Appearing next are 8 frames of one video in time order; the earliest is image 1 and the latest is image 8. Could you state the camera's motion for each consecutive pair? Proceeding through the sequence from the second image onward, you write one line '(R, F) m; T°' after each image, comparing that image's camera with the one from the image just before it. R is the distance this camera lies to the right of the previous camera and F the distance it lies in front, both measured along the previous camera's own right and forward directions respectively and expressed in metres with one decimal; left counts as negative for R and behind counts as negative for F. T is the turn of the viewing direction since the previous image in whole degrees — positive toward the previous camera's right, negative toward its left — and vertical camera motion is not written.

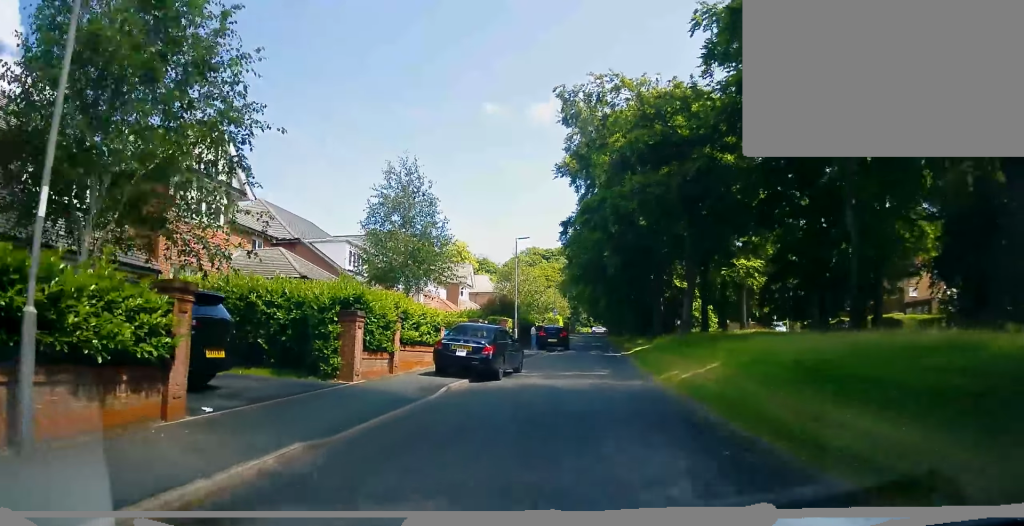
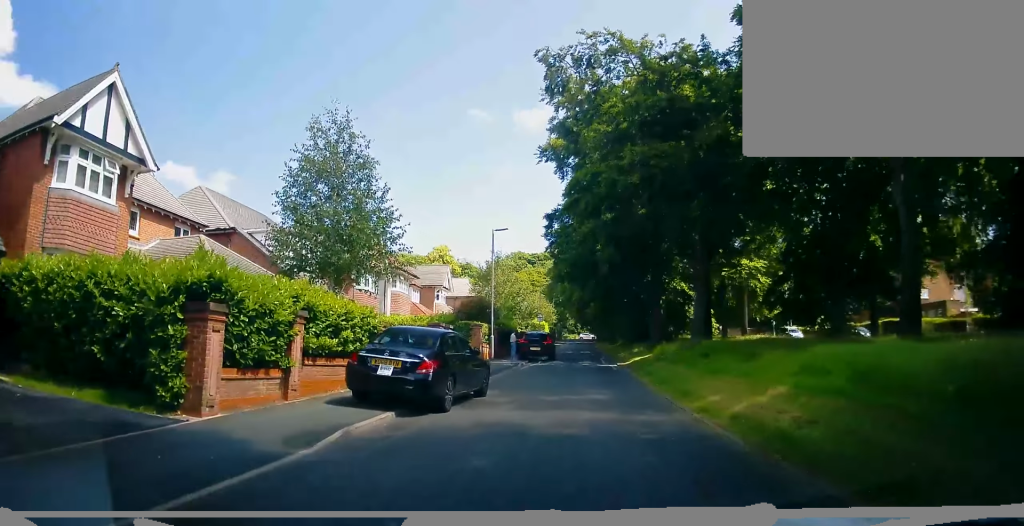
(0.0, +5.7) m; 0°
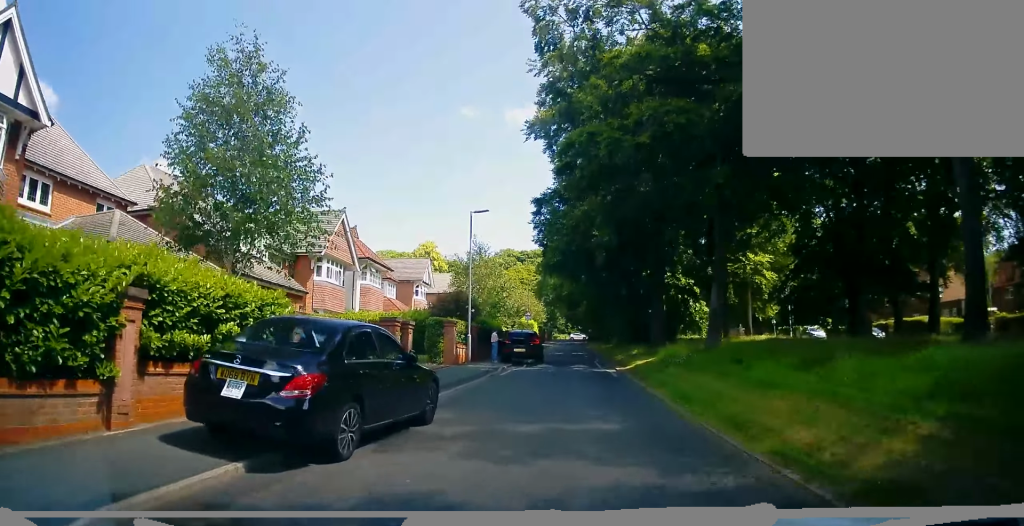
(0.0, +4.7) m; 0°
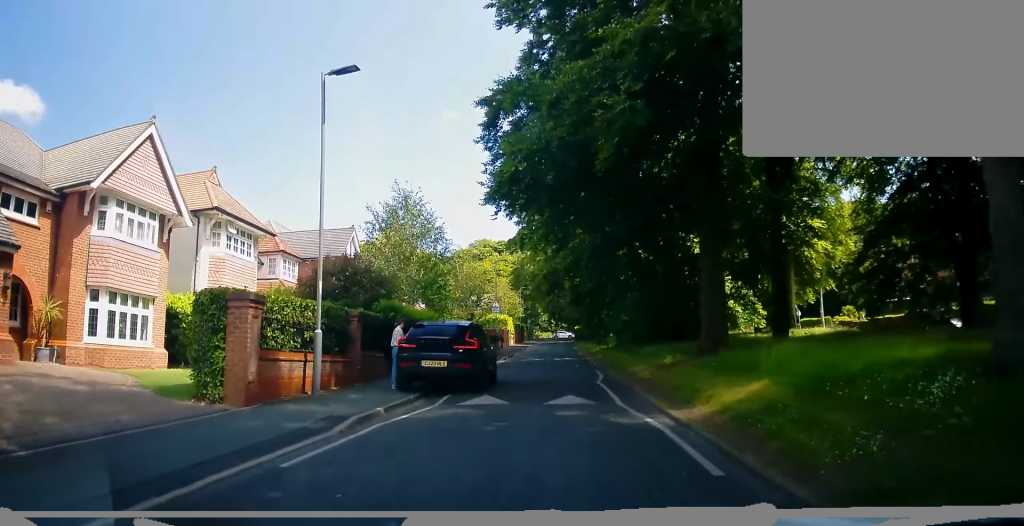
(+0.8, +16.0) m; +11°
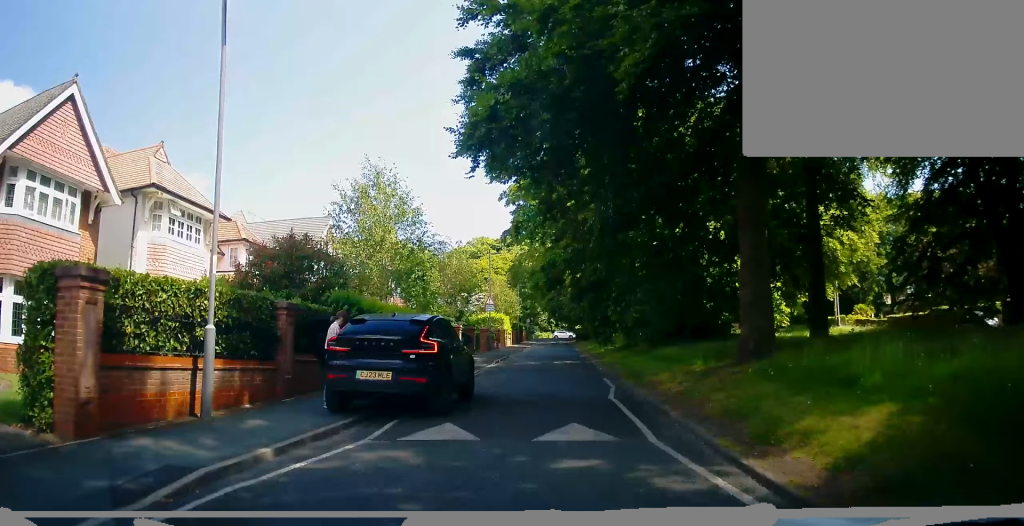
(+0.3, +4.4) m; -1°
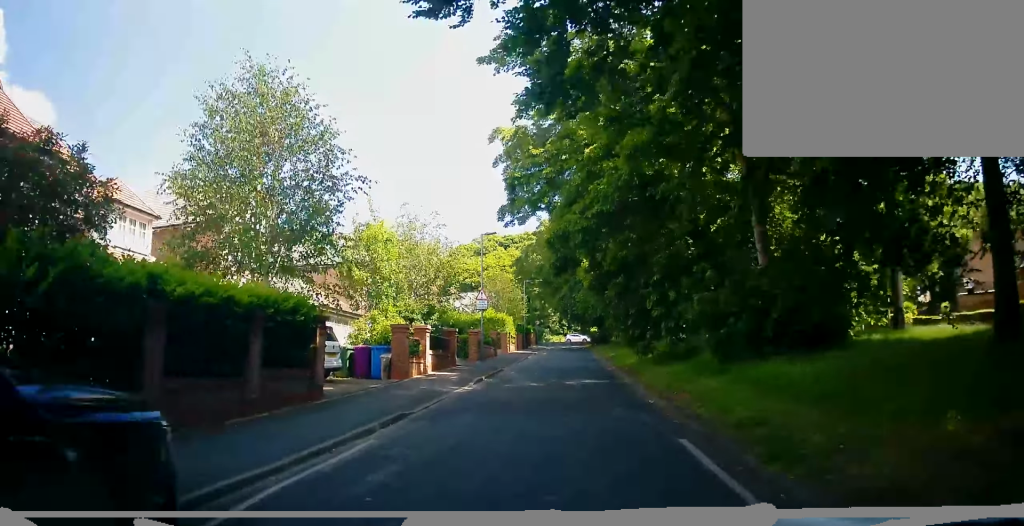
(-0.6, +11.3) m; 0°
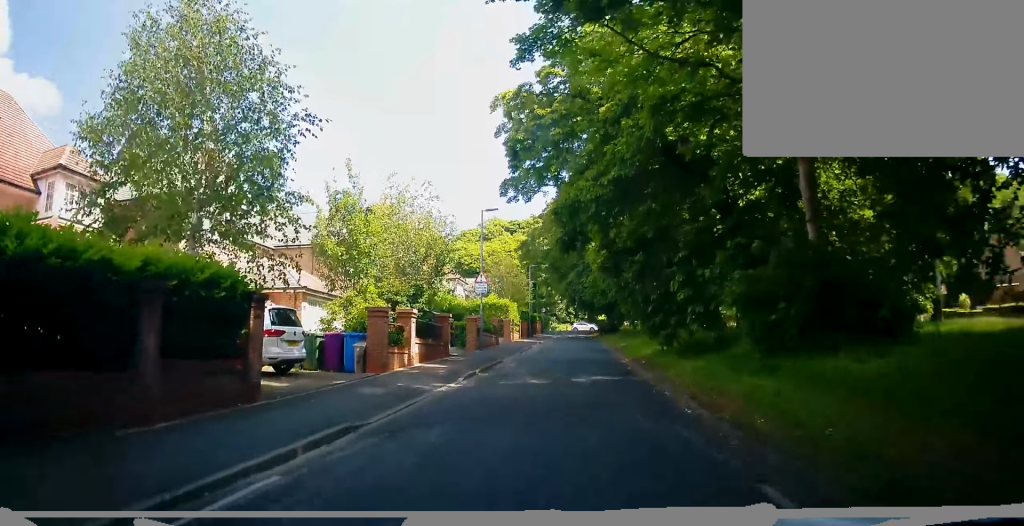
(+0.2, +3.3) m; +1°
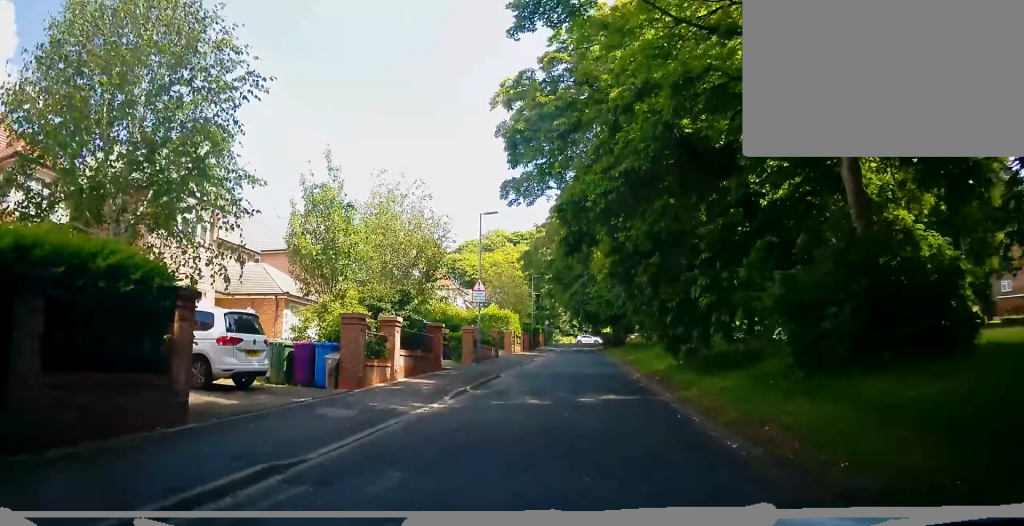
(+0.1, +2.1) m; -2°
